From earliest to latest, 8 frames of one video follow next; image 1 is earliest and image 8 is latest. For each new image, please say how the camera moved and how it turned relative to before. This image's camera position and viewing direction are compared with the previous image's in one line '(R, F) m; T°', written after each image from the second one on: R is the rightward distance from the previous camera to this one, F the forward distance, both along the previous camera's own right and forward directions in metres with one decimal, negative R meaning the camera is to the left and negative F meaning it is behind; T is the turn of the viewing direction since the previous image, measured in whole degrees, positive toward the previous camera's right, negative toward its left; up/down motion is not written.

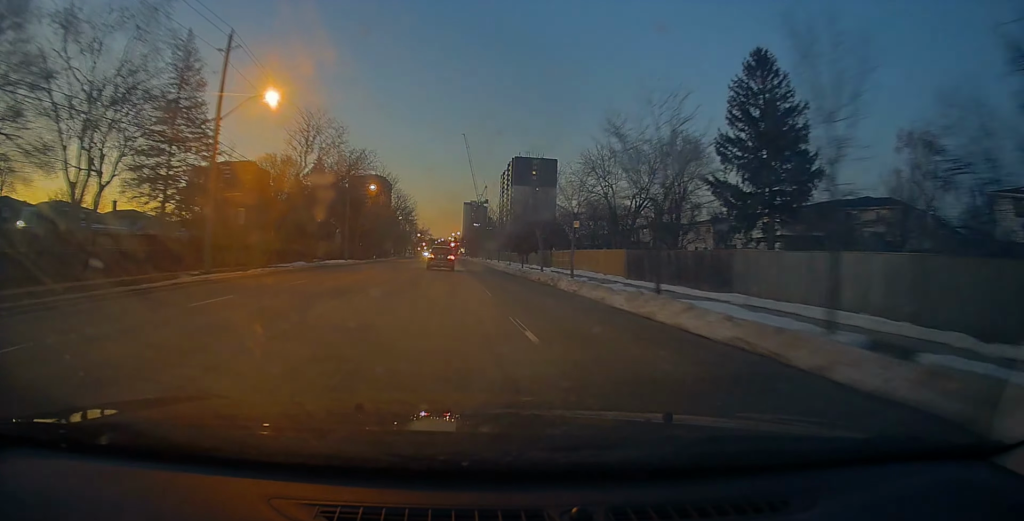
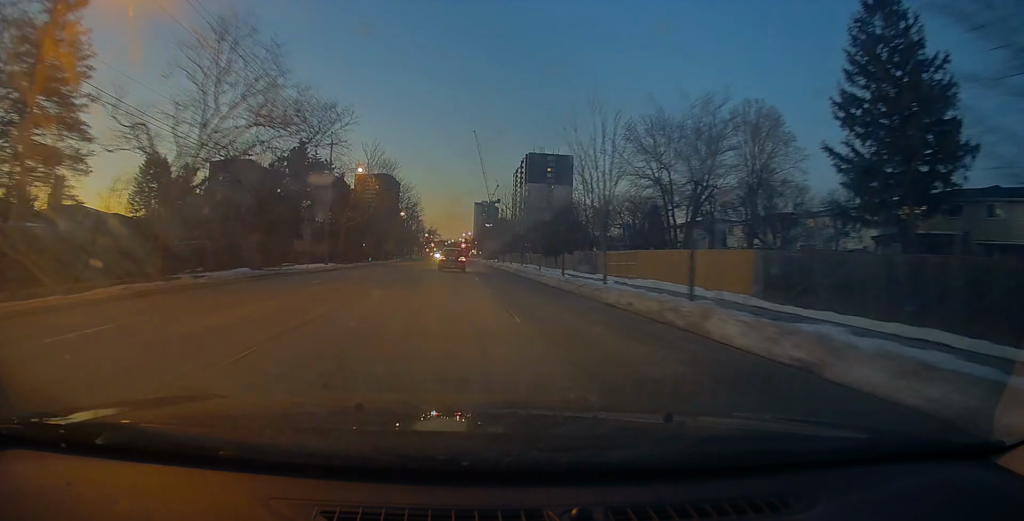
(+0.4, +15.3) m; -1°
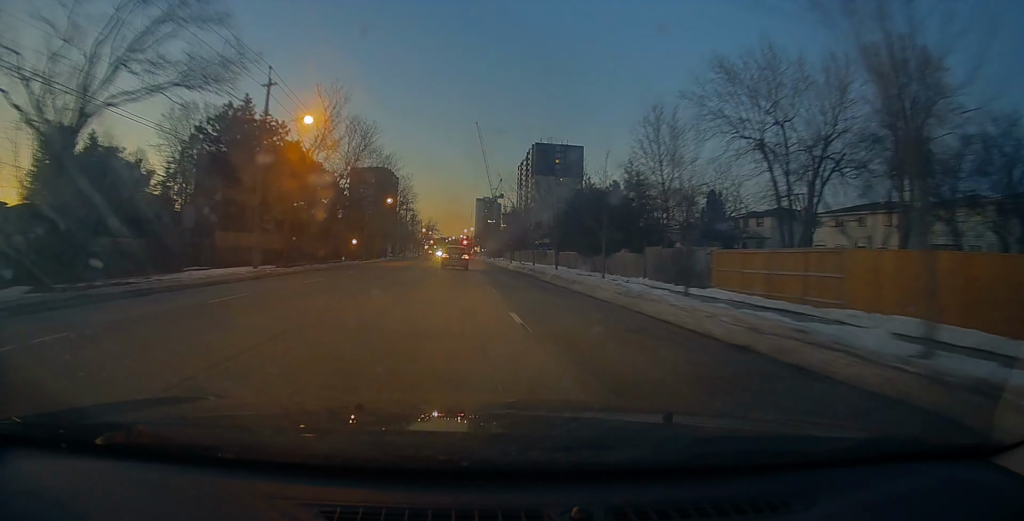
(-0.7, +19.7) m; -1°
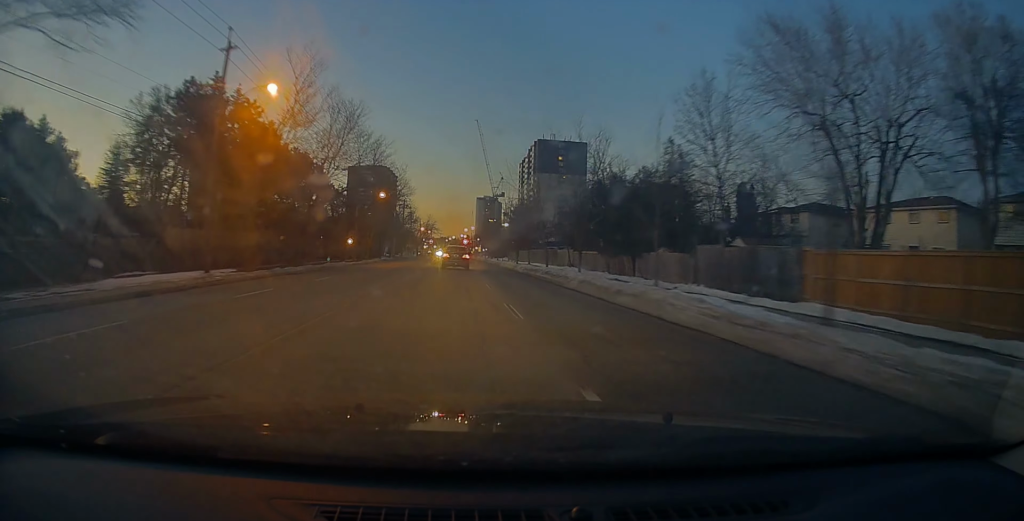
(0.0, +7.2) m; +1°
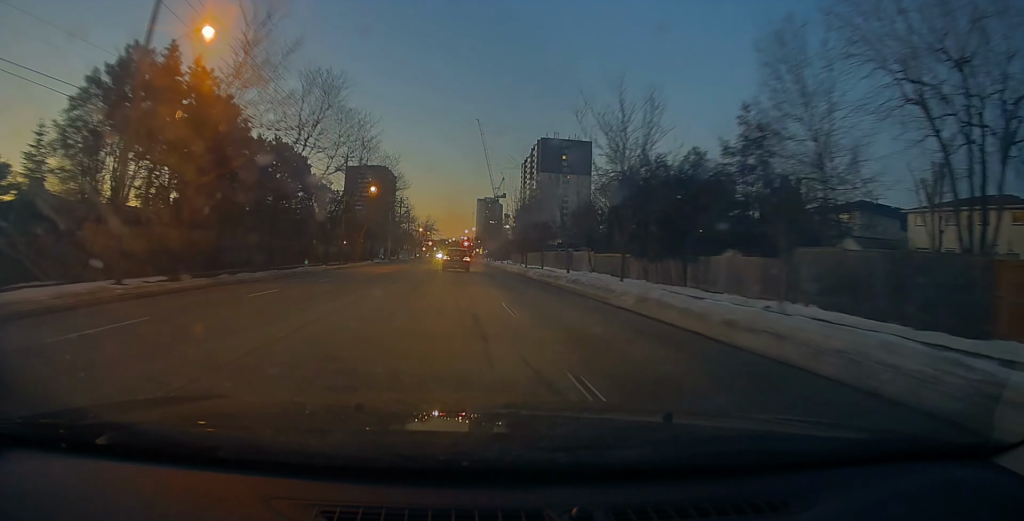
(+0.3, +8.1) m; 0°
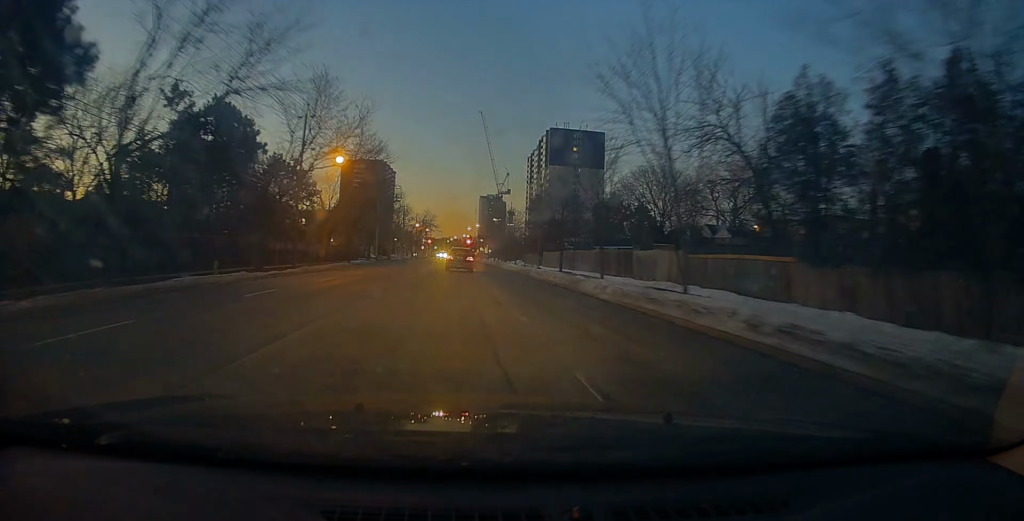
(-0.2, +18.2) m; -1°
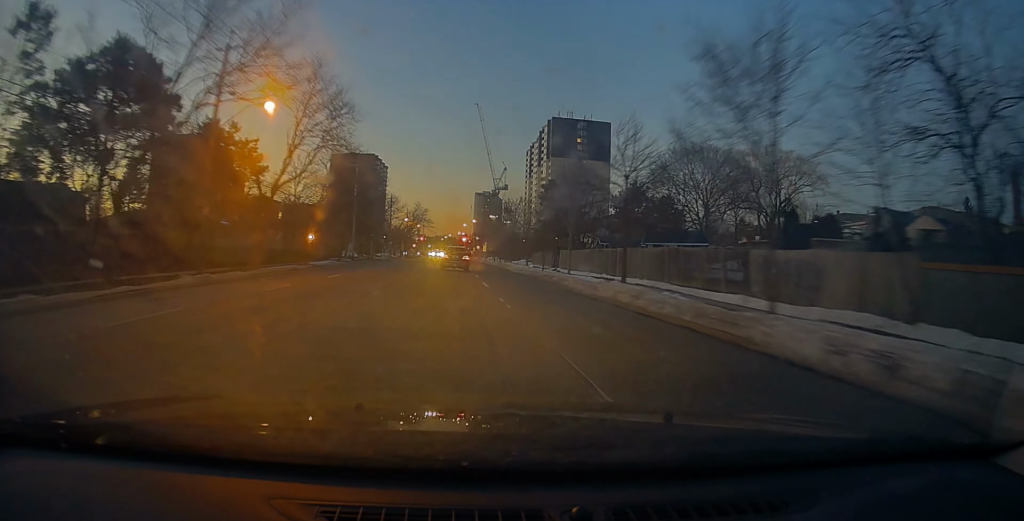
(0.0, +15.6) m; -1°
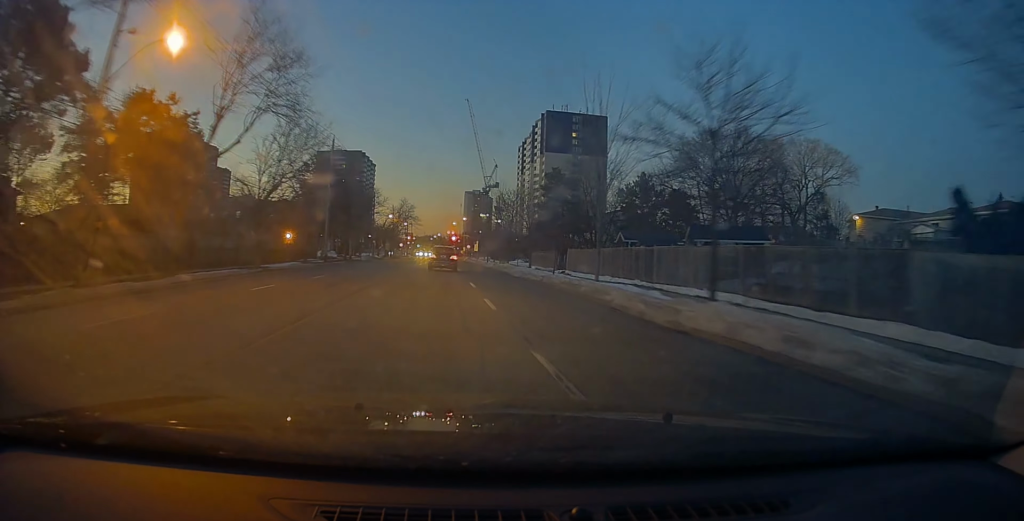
(-0.1, +9.4) m; +1°
